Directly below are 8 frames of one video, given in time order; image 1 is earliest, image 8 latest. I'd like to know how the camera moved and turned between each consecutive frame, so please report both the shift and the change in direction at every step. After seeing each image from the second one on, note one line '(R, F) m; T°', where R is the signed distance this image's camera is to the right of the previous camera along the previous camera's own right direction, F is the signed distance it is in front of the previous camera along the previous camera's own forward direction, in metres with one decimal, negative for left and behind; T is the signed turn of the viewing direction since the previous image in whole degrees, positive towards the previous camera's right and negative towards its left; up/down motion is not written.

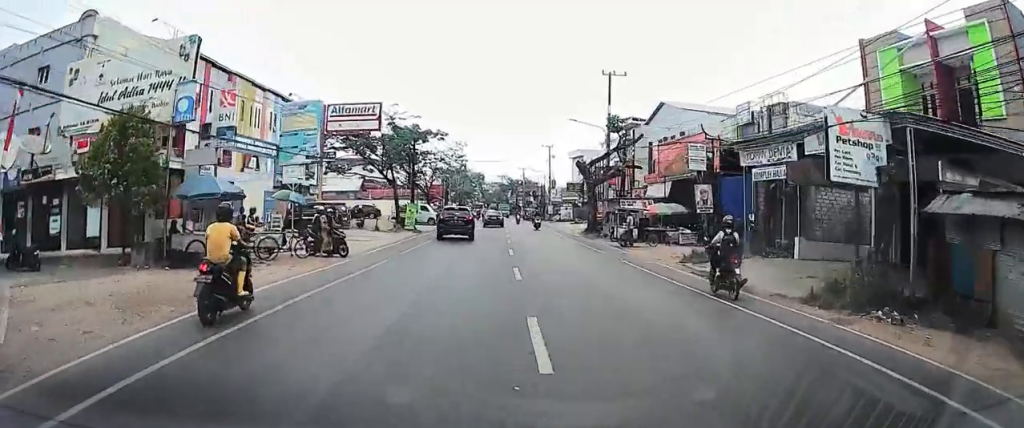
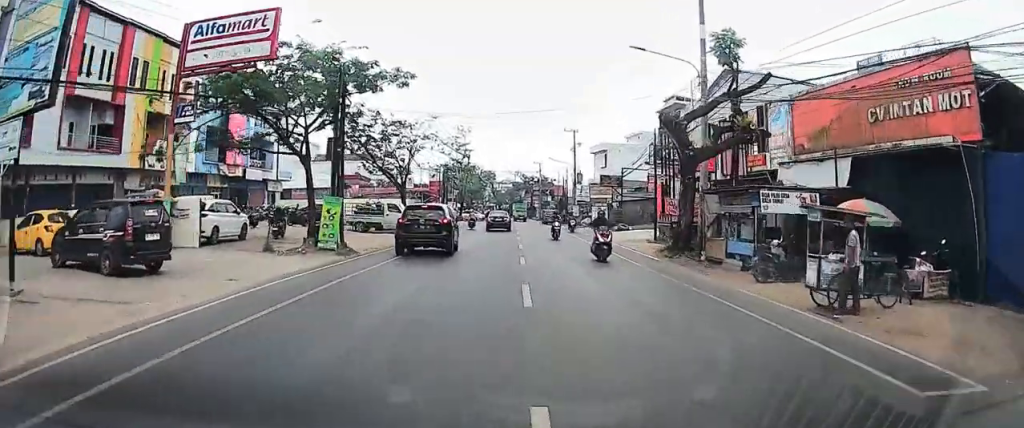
(+0.1, +19.6) m; -1°
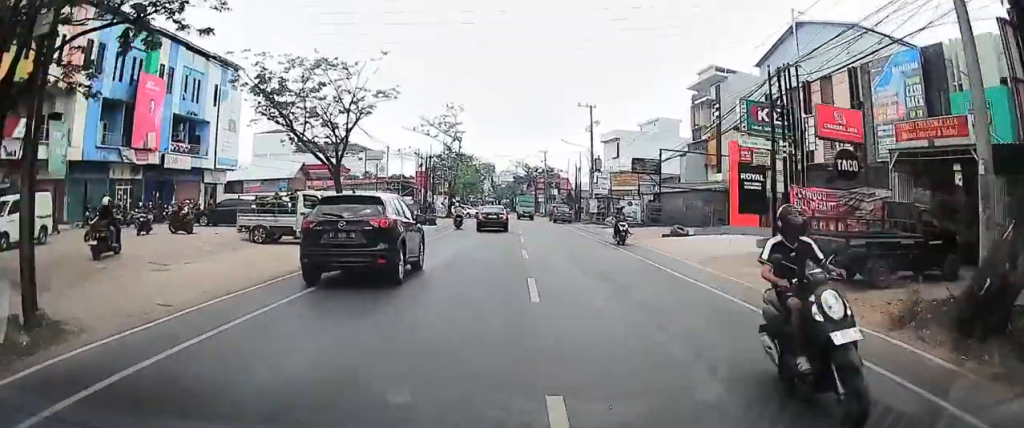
(-0.3, +16.4) m; -1°
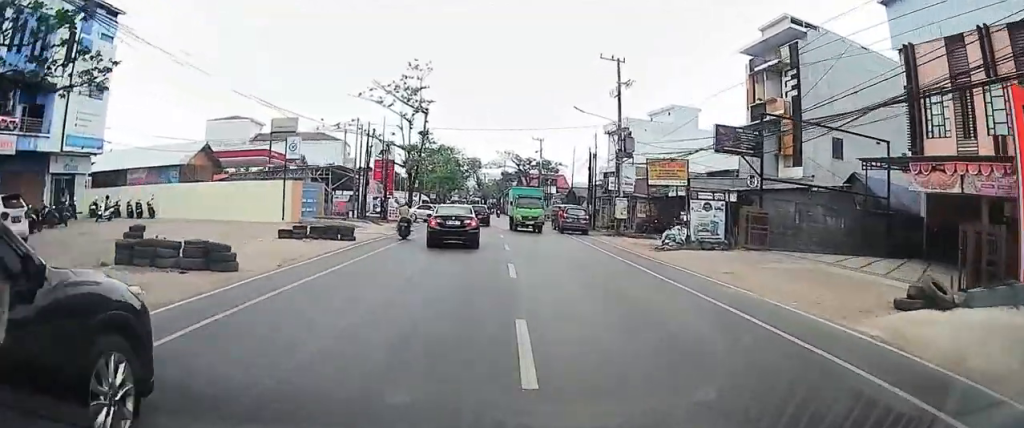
(-0.2, +23.4) m; -1°
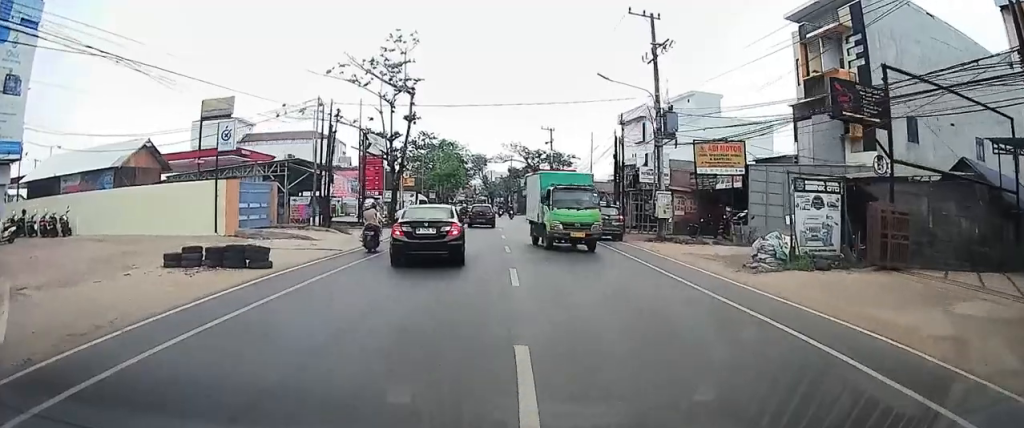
(0.0, +13.1) m; 0°
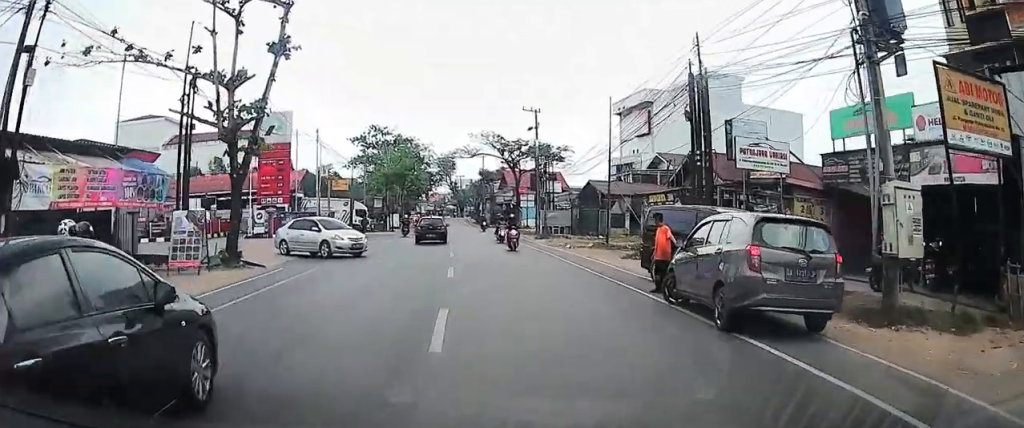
(0.0, +32.3) m; 0°
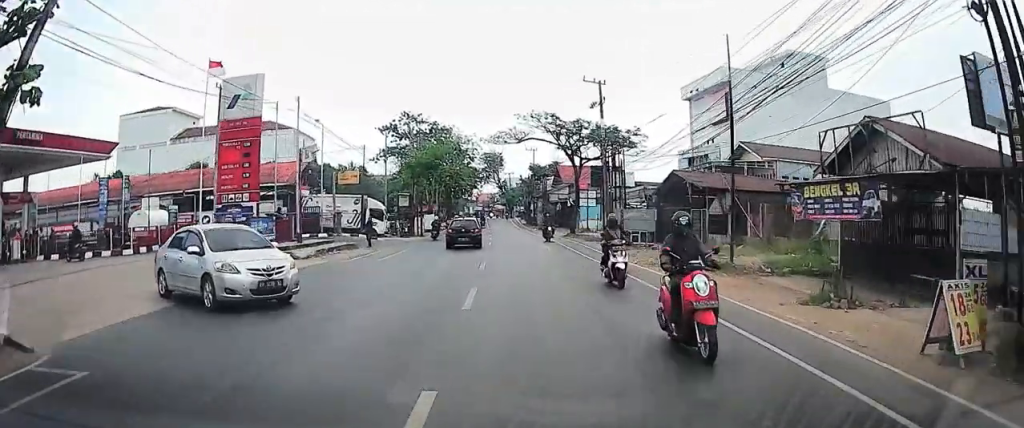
(0.0, +13.0) m; 0°
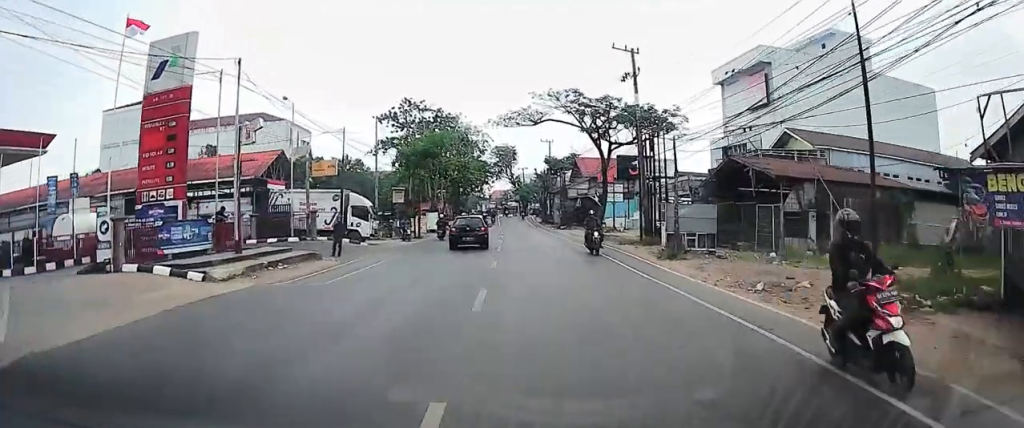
(0.0, +6.8) m; 0°
